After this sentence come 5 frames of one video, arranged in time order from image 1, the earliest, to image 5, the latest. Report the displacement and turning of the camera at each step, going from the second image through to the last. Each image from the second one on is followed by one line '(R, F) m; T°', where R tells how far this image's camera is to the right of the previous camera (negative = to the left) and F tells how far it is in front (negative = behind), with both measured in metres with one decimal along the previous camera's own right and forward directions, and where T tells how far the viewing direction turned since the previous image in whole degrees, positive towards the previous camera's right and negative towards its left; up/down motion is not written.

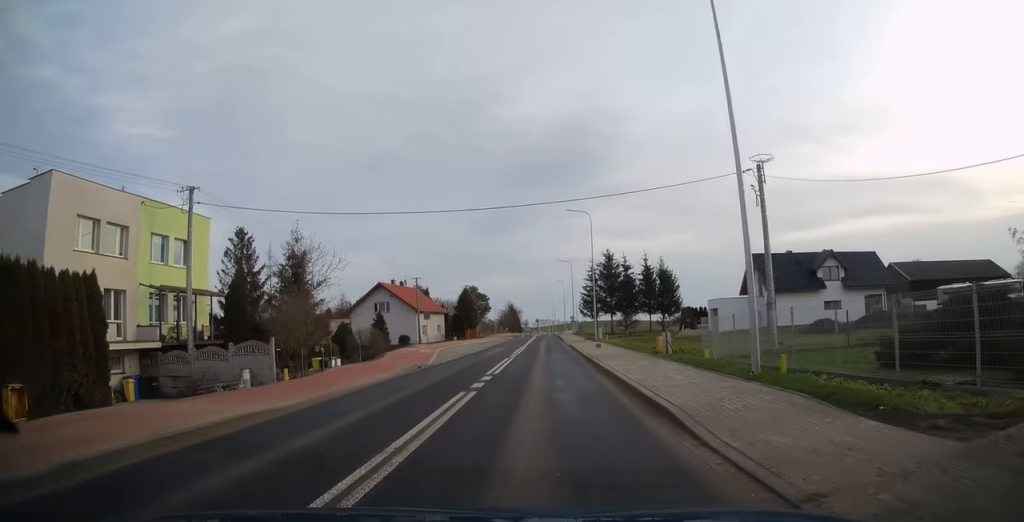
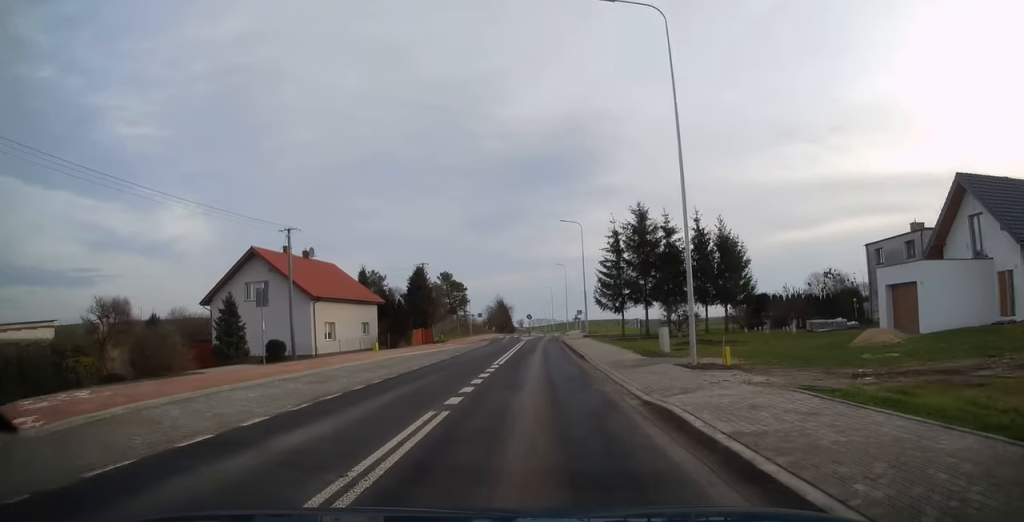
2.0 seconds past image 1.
(-0.1, +34.7) m; -1°
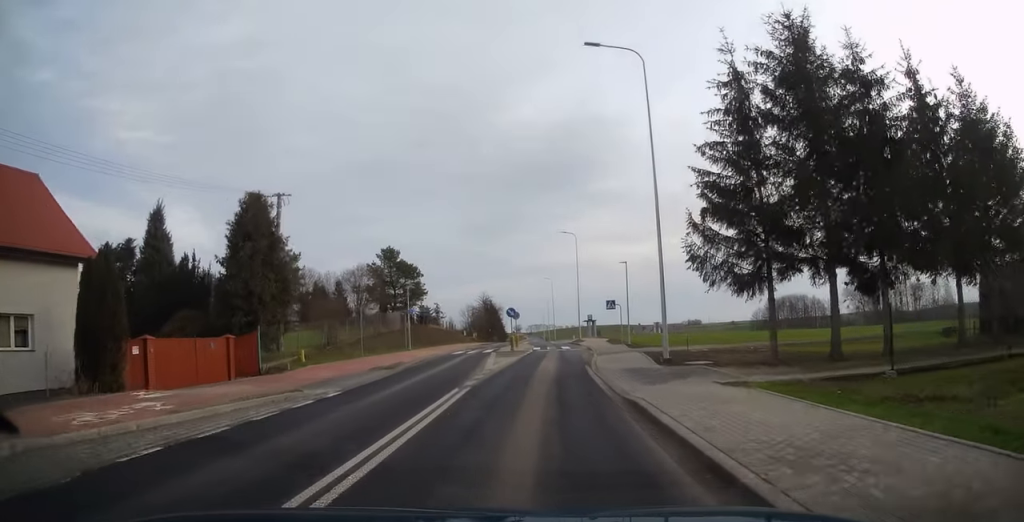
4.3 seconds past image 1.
(+0.8, +38.5) m; +1°
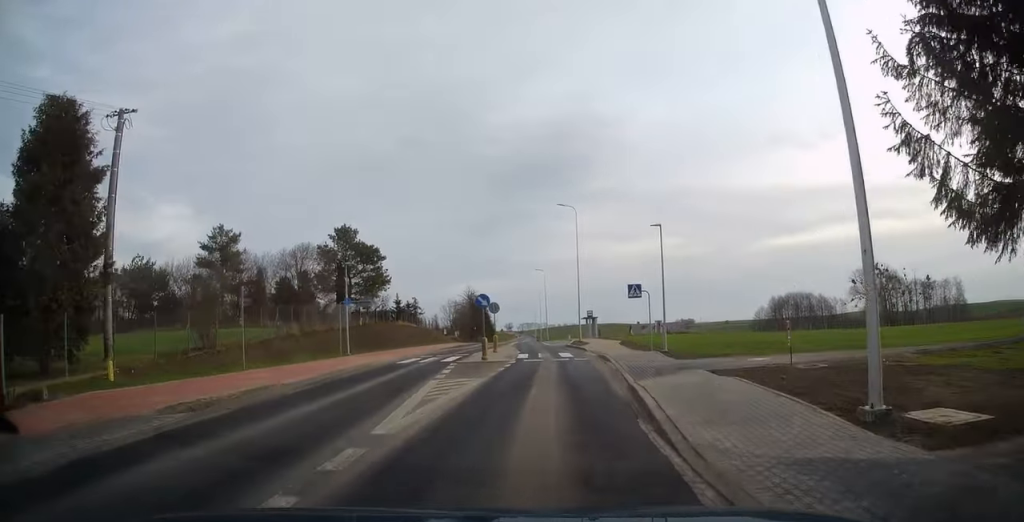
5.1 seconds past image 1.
(-0.3, +13.4) m; 0°
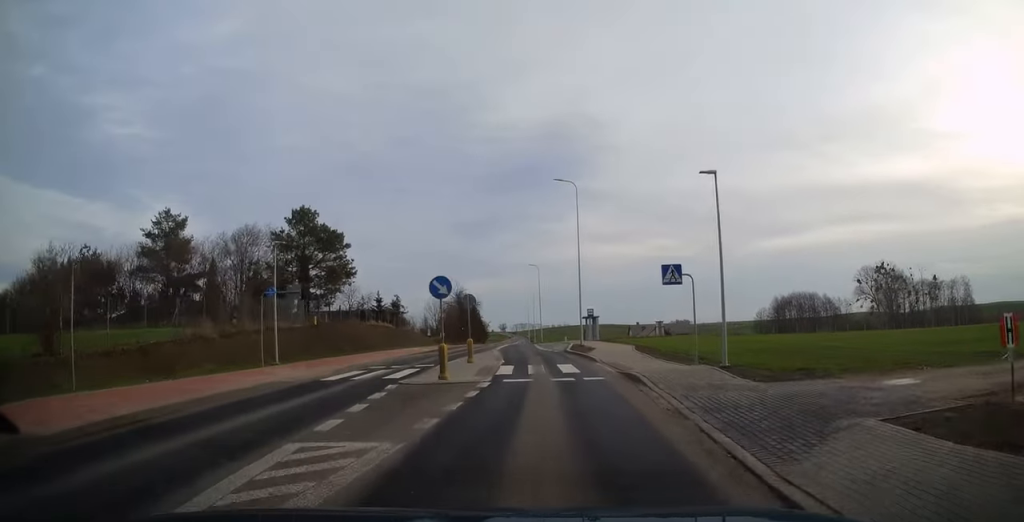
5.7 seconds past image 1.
(+0.1, +9.0) m; +1°
